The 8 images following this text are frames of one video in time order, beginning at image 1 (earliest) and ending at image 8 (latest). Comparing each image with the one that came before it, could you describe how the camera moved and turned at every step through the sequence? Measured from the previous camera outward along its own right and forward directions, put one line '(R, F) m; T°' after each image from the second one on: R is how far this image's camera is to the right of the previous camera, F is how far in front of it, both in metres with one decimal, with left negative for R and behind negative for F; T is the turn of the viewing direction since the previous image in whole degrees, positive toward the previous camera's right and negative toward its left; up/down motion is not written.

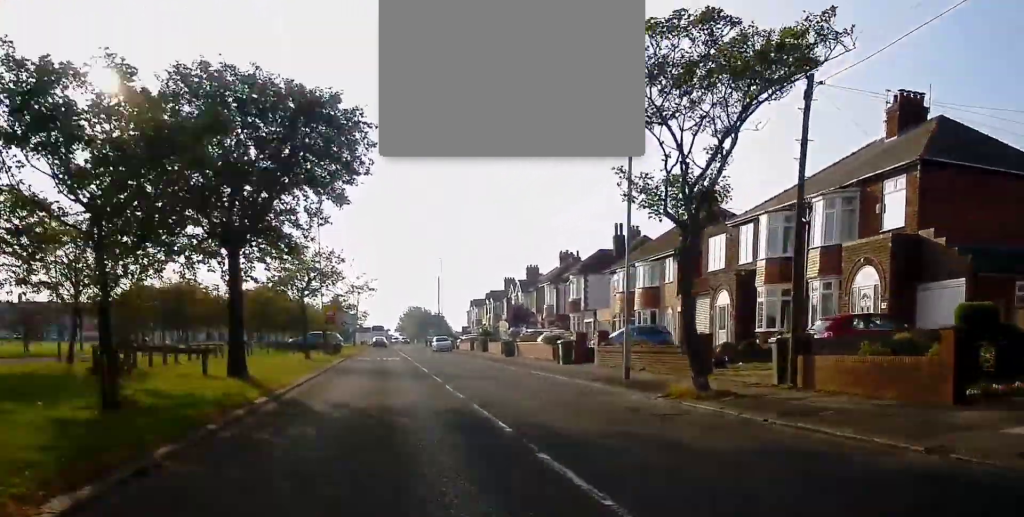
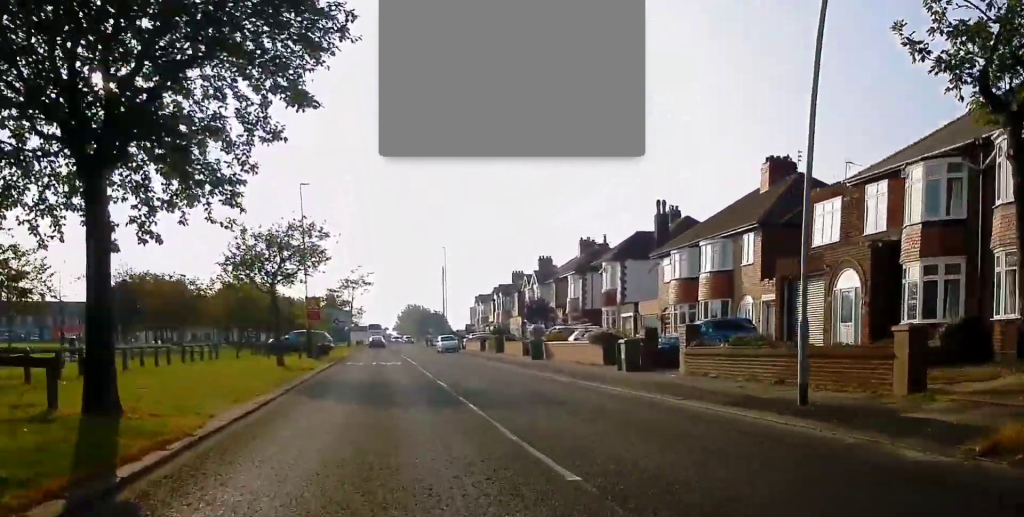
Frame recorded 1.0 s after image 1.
(+0.1, +9.8) m; +2°
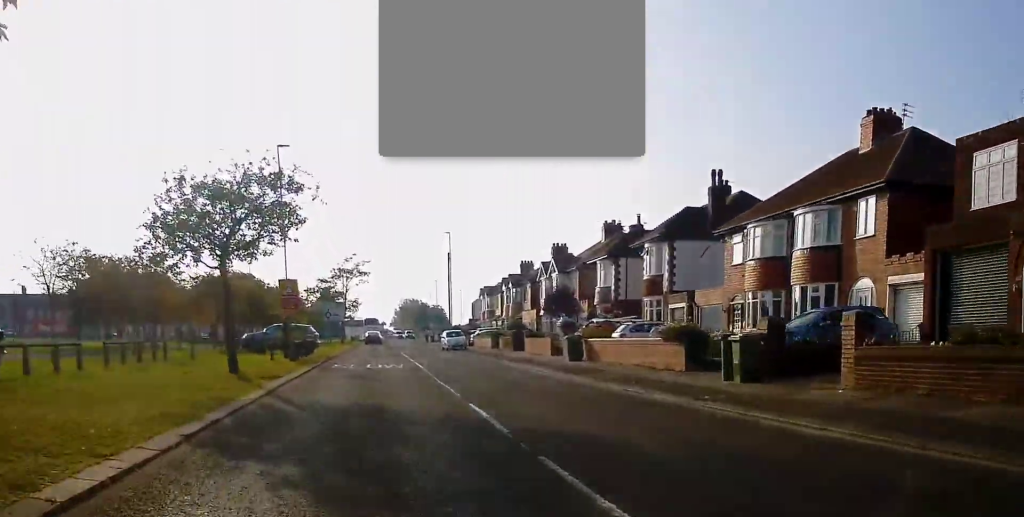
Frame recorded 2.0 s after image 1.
(+0.3, +8.9) m; +1°
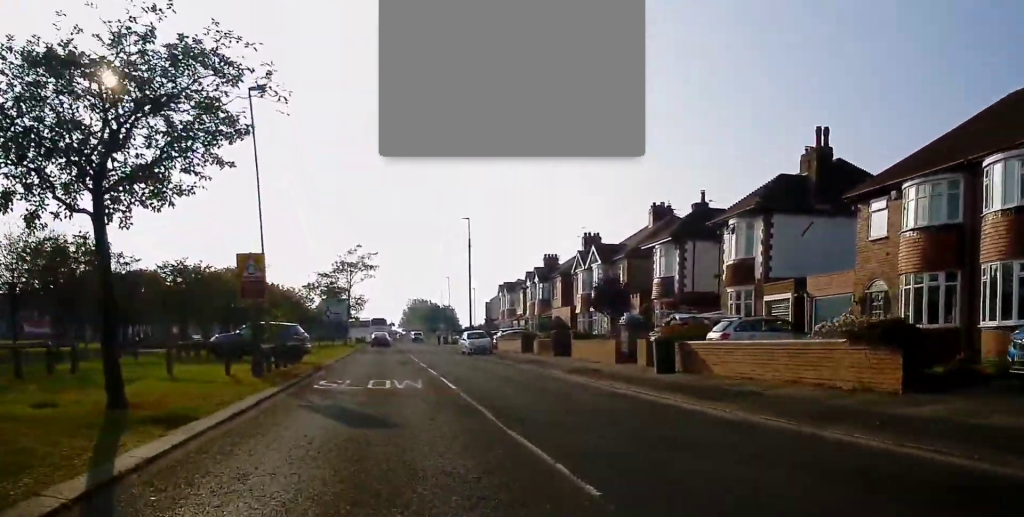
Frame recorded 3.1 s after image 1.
(-0.1, +9.9) m; -1°
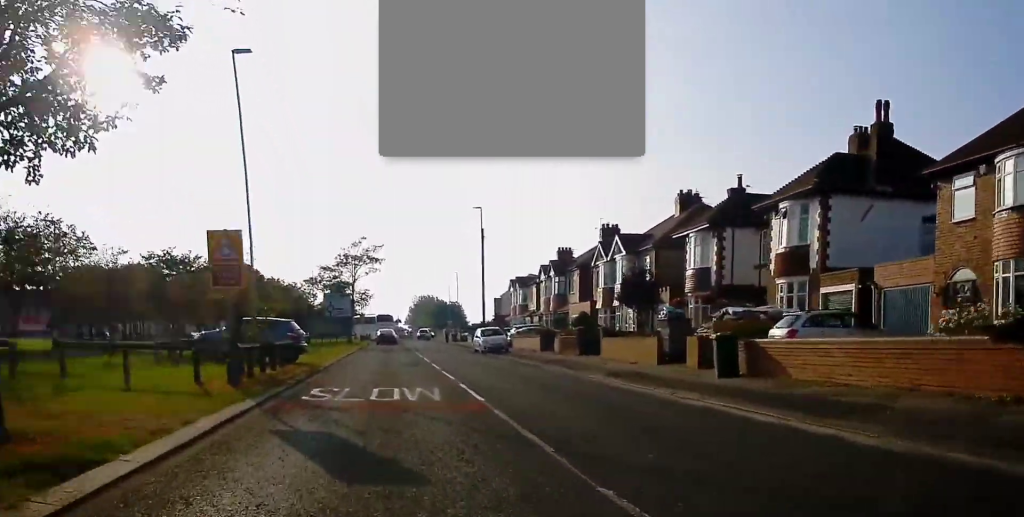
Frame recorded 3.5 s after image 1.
(0.0, +3.9) m; -1°
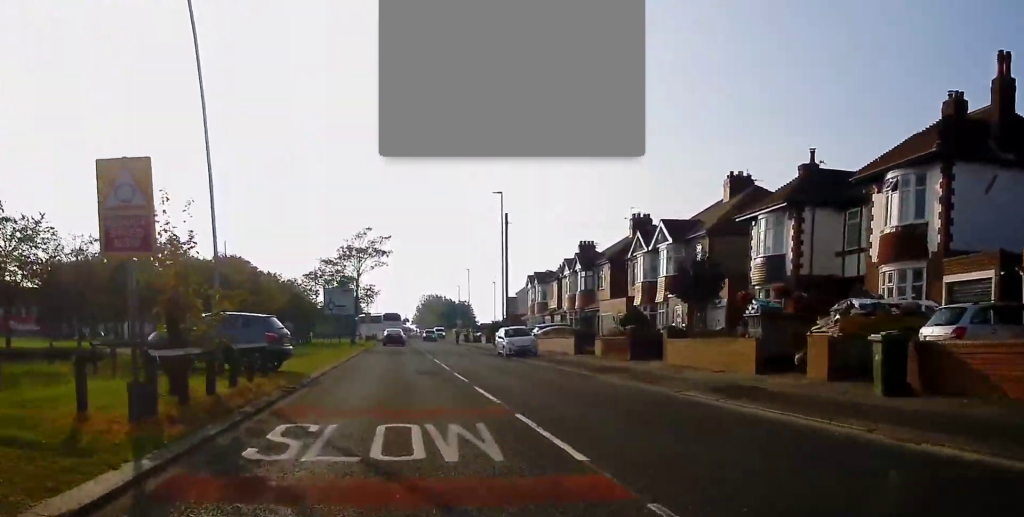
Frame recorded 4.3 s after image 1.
(-0.1, +6.9) m; -2°
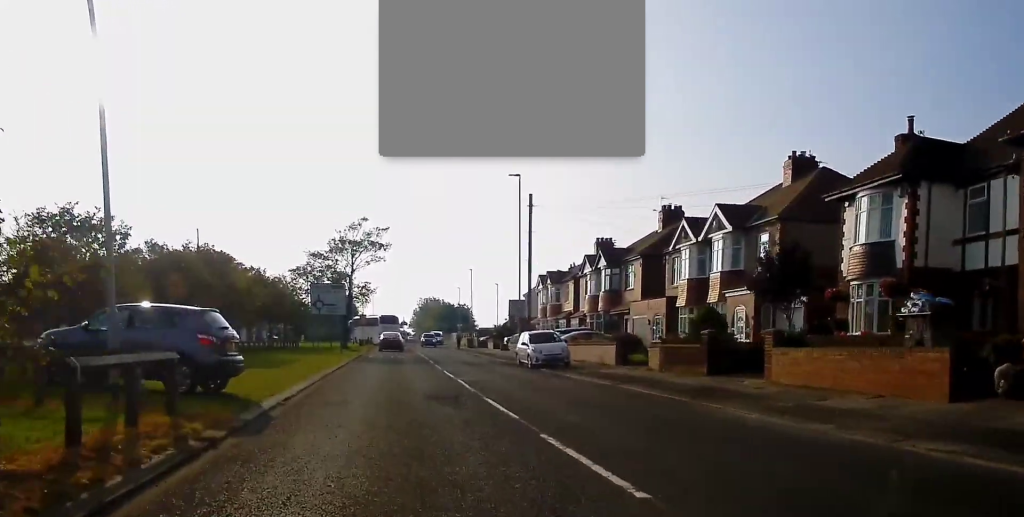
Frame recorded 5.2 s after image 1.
(-0.2, +7.4) m; 0°
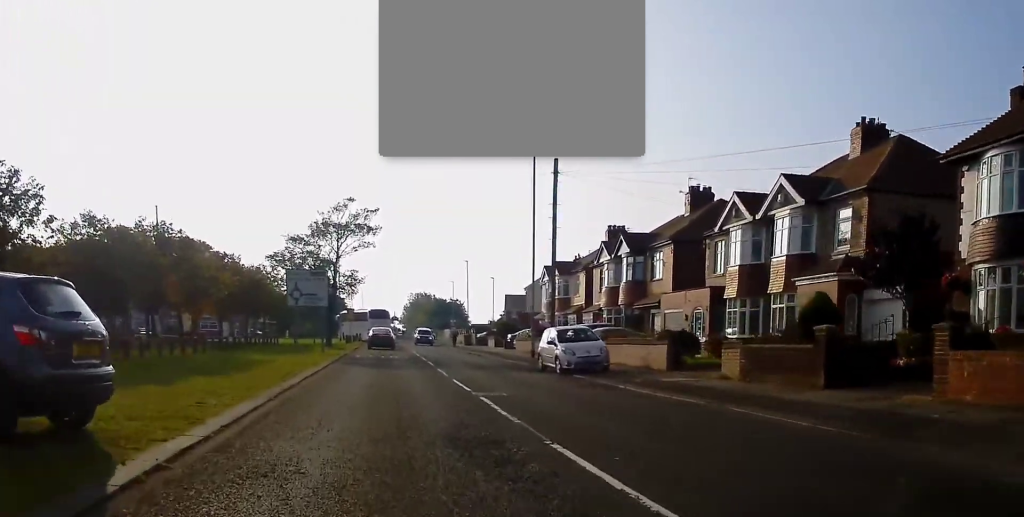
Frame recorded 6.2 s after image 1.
(+0.1, +7.0) m; +3°
